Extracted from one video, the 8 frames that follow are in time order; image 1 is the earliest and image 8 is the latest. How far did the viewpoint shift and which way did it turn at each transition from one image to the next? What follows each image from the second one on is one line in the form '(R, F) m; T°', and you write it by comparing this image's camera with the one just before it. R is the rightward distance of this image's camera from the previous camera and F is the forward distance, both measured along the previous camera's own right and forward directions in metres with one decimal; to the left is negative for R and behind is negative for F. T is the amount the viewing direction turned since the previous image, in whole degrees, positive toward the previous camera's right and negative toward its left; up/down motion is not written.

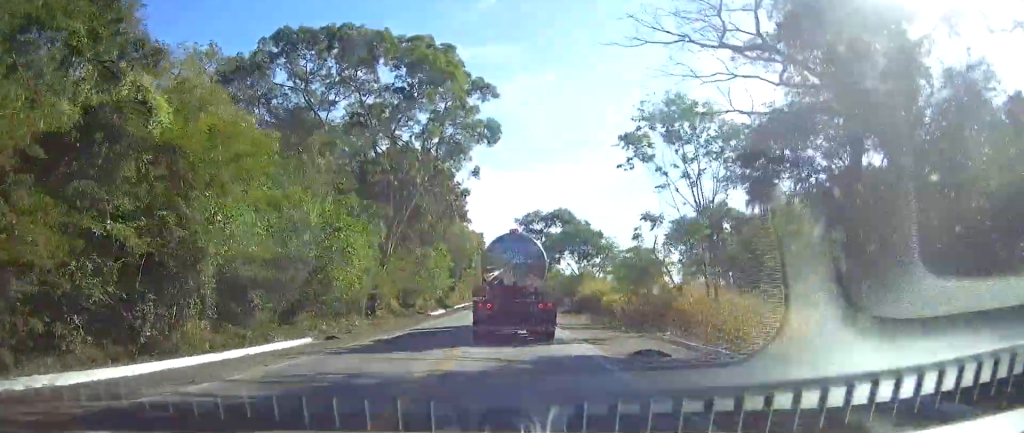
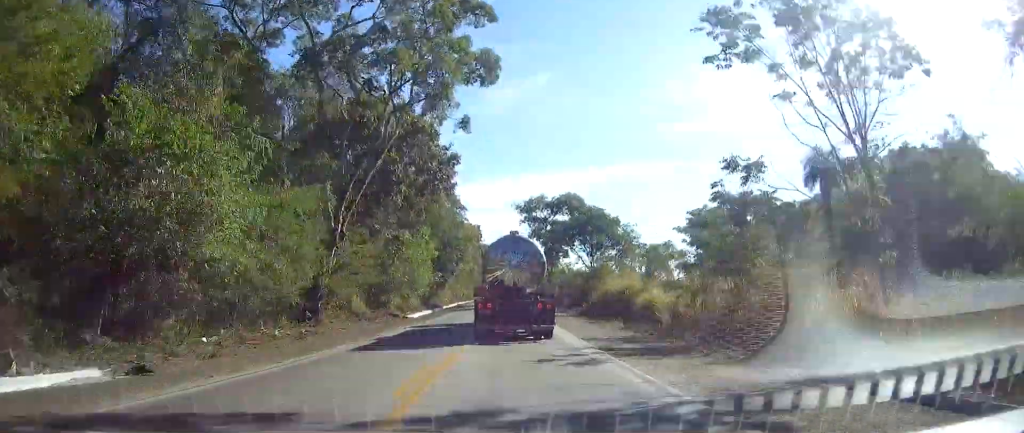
(0.0, +14.7) m; 0°
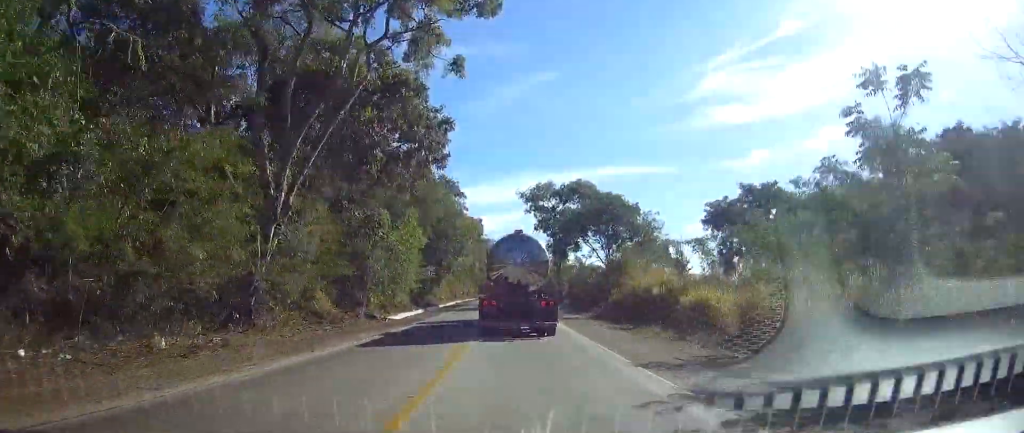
(0.0, +10.3) m; 0°
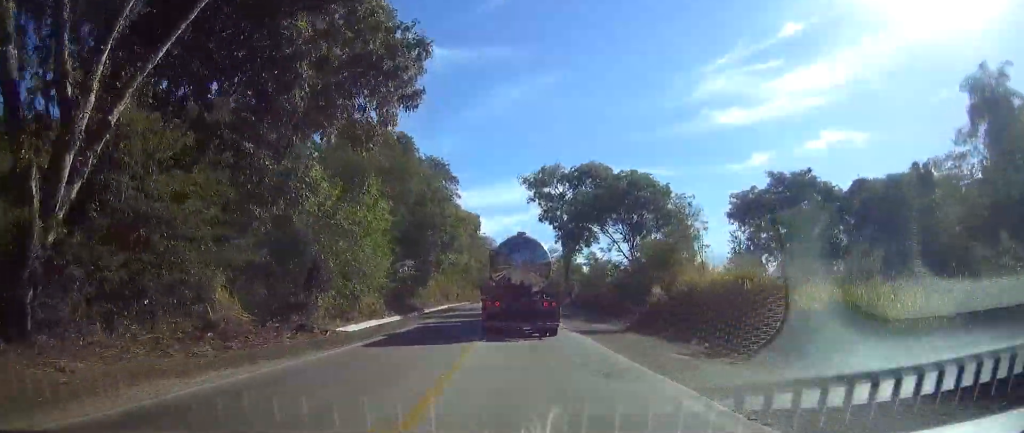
(-0.1, +13.7) m; 0°
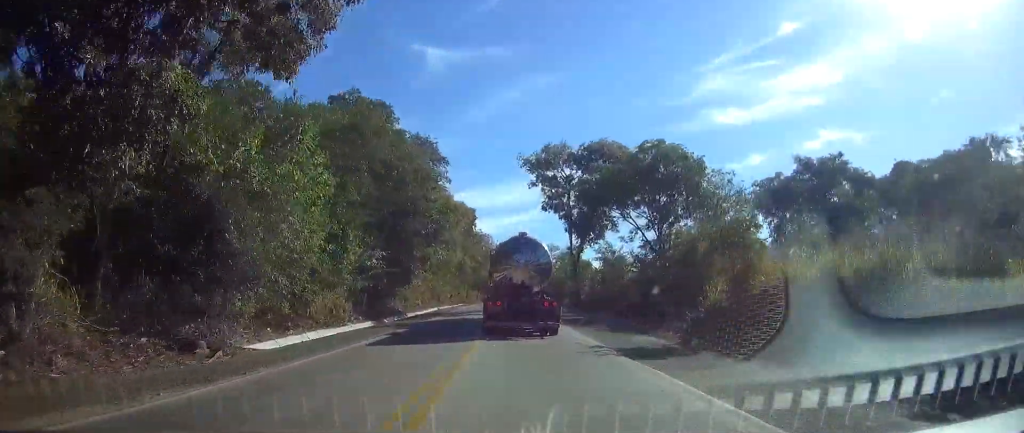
(+0.1, +10.4) m; 0°
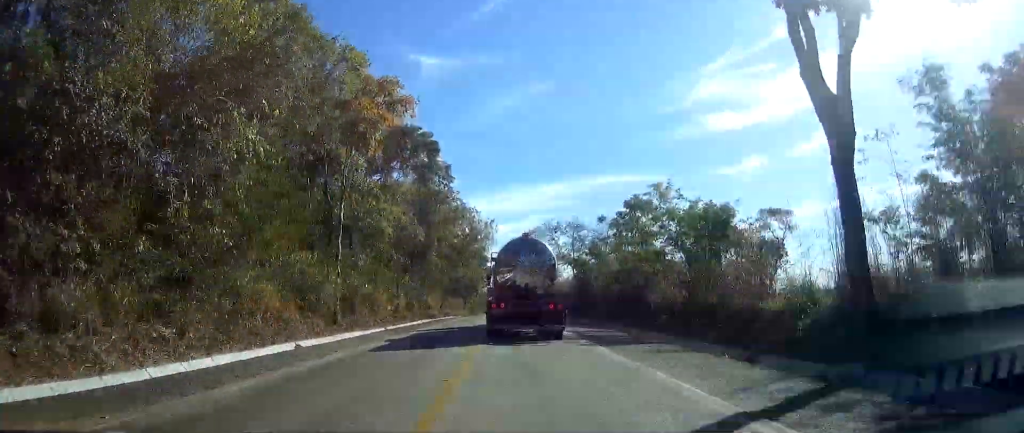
(+0.2, +53.4) m; 0°
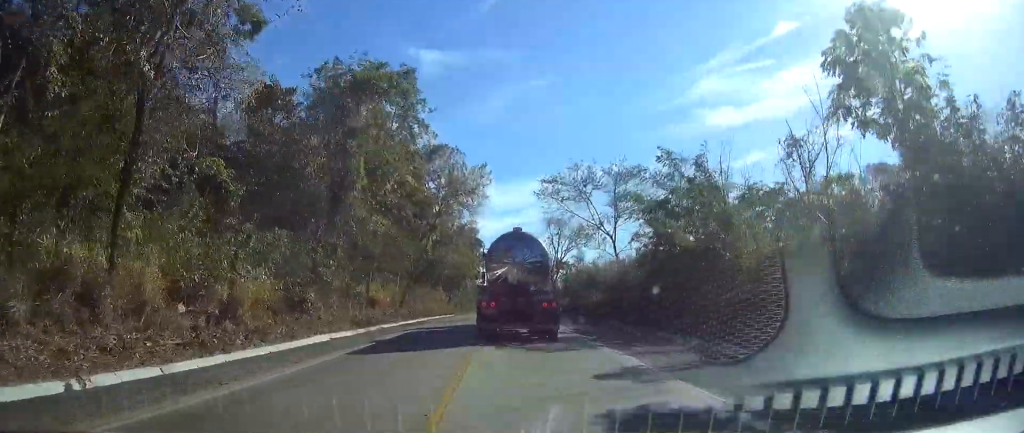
(+0.1, +35.9) m; +1°
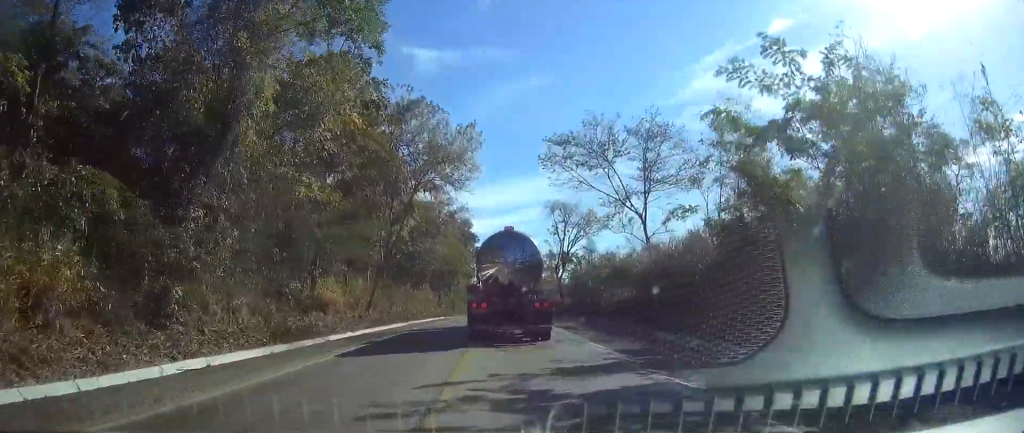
(0.0, +13.9) m; 0°
